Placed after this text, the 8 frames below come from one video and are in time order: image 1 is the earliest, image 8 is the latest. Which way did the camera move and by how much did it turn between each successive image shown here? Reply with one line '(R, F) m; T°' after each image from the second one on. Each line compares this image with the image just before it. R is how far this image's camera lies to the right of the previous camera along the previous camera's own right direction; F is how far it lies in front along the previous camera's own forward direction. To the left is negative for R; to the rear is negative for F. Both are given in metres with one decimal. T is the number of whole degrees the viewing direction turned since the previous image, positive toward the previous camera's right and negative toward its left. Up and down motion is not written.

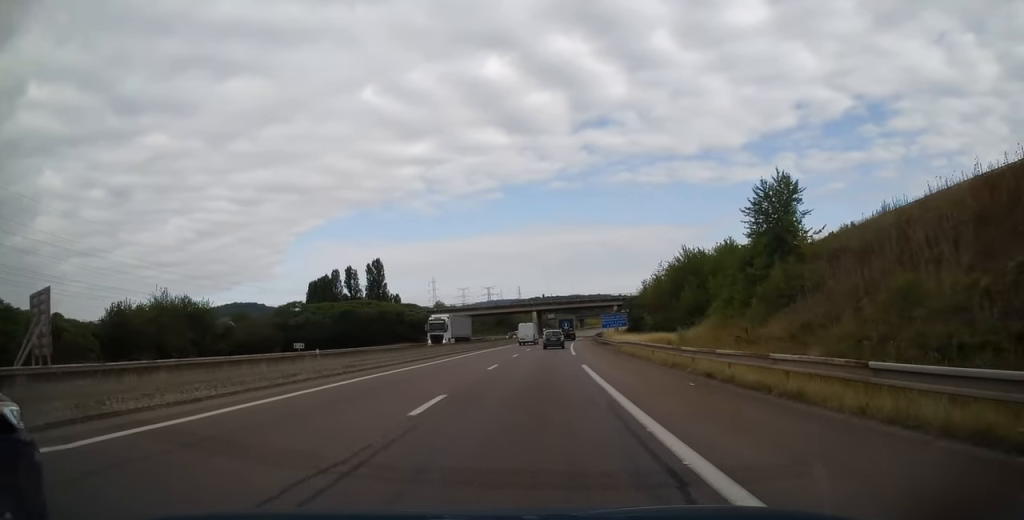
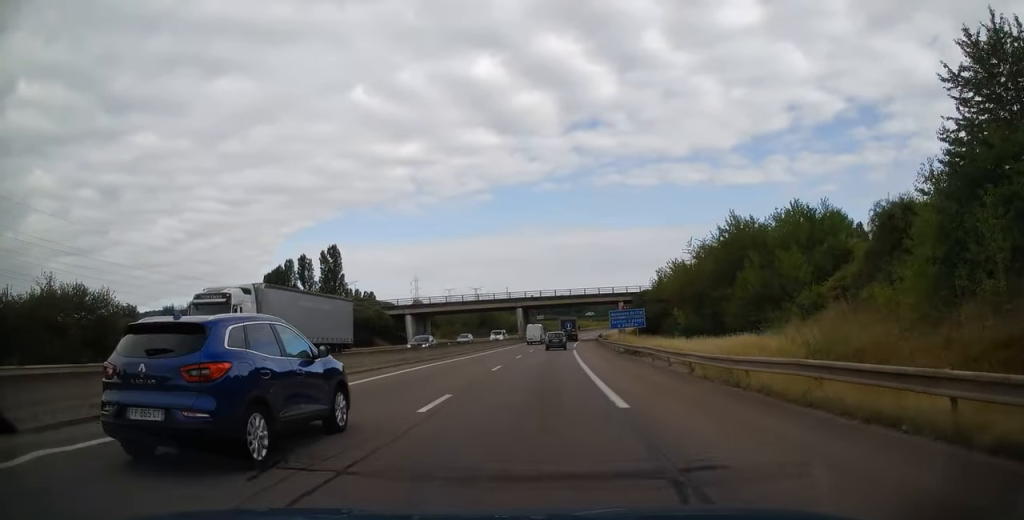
(+0.4, +25.4) m; +2°
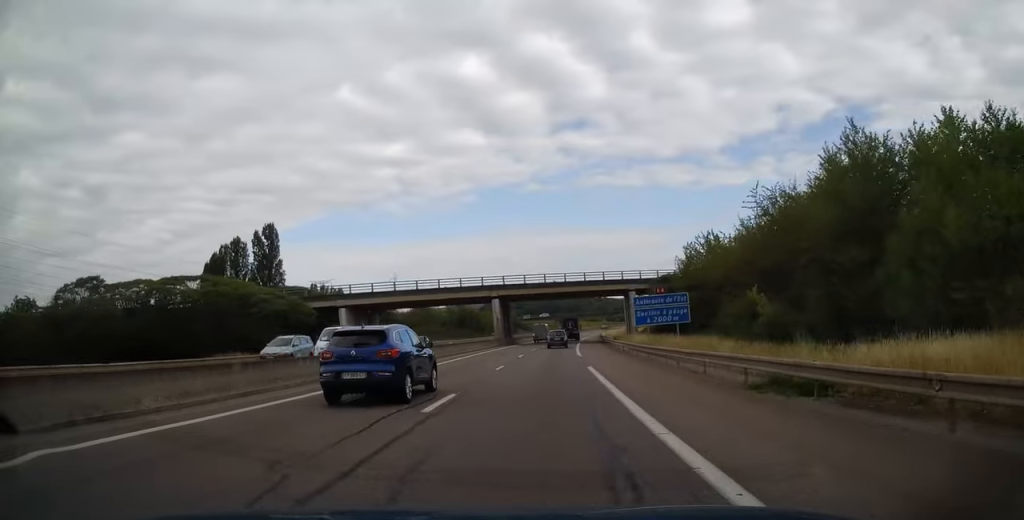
(+0.4, +26.0) m; +1°
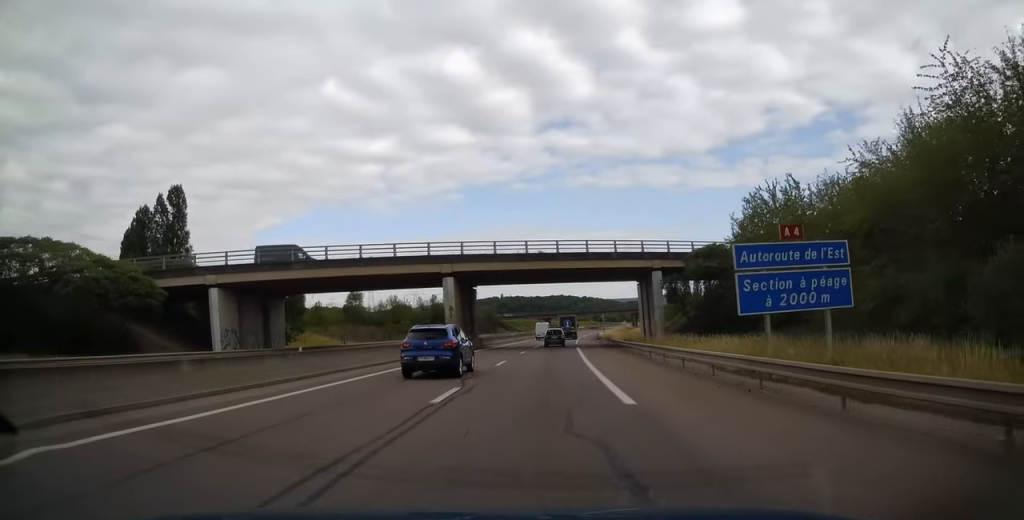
(0.0, +25.3) m; +1°
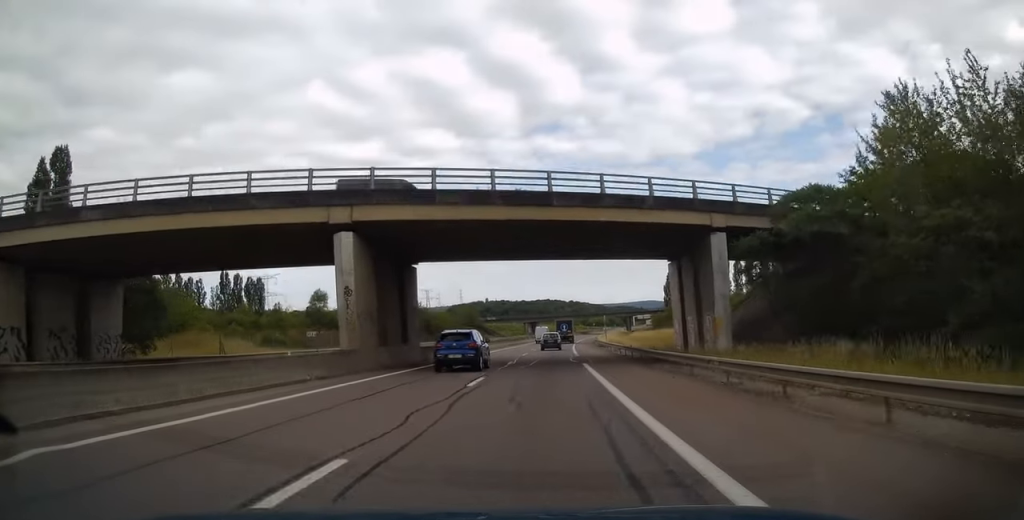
(+0.4, +21.5) m; +1°
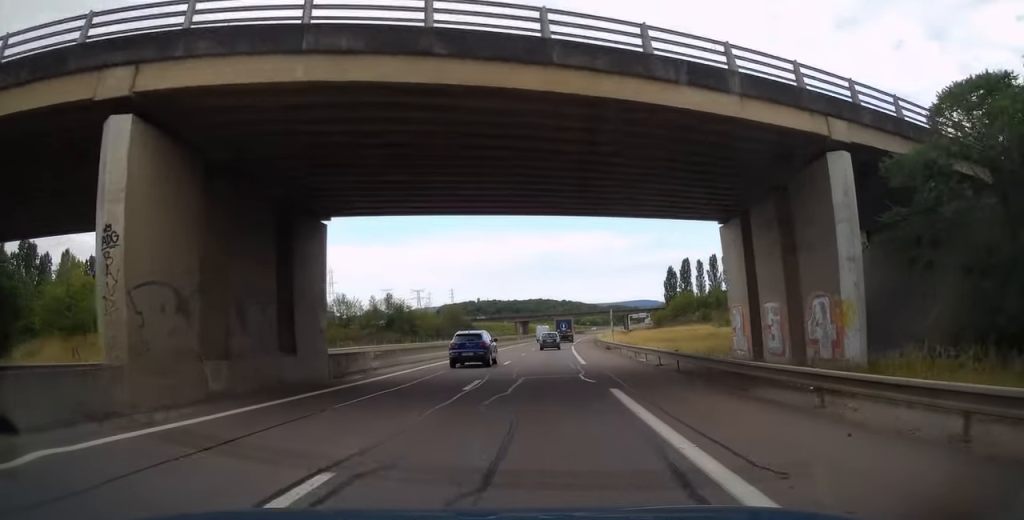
(+0.1, +13.8) m; +1°
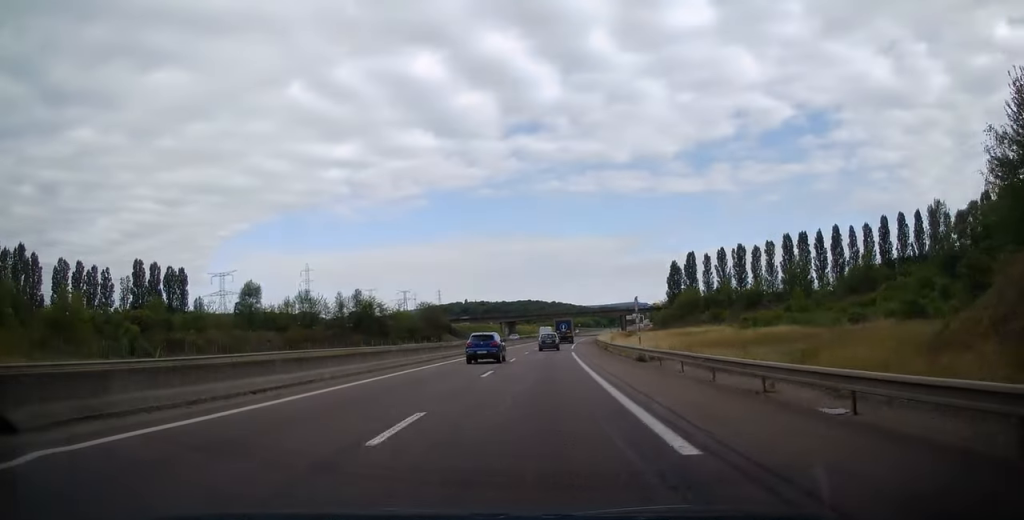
(+0.1, +21.1) m; +1°
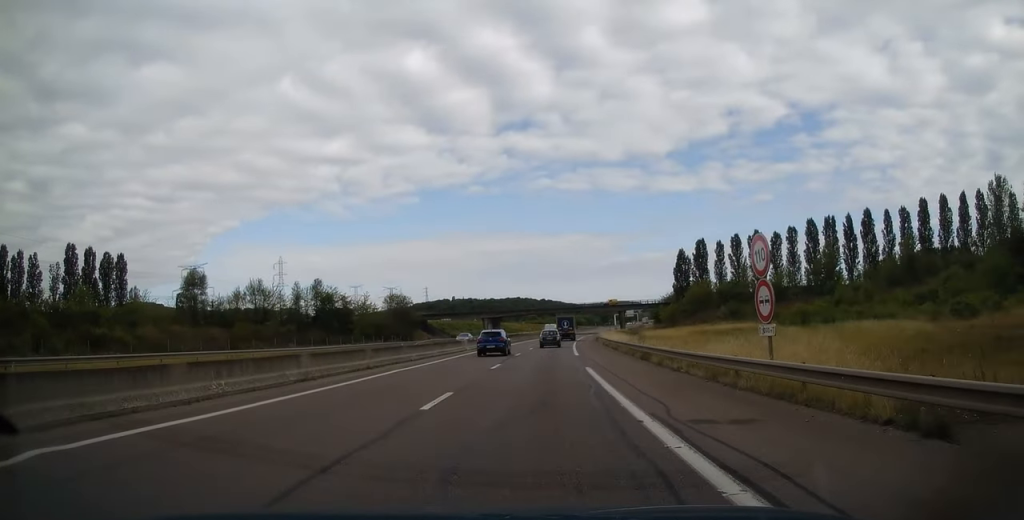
(+0.3, +22.4) m; +2°
